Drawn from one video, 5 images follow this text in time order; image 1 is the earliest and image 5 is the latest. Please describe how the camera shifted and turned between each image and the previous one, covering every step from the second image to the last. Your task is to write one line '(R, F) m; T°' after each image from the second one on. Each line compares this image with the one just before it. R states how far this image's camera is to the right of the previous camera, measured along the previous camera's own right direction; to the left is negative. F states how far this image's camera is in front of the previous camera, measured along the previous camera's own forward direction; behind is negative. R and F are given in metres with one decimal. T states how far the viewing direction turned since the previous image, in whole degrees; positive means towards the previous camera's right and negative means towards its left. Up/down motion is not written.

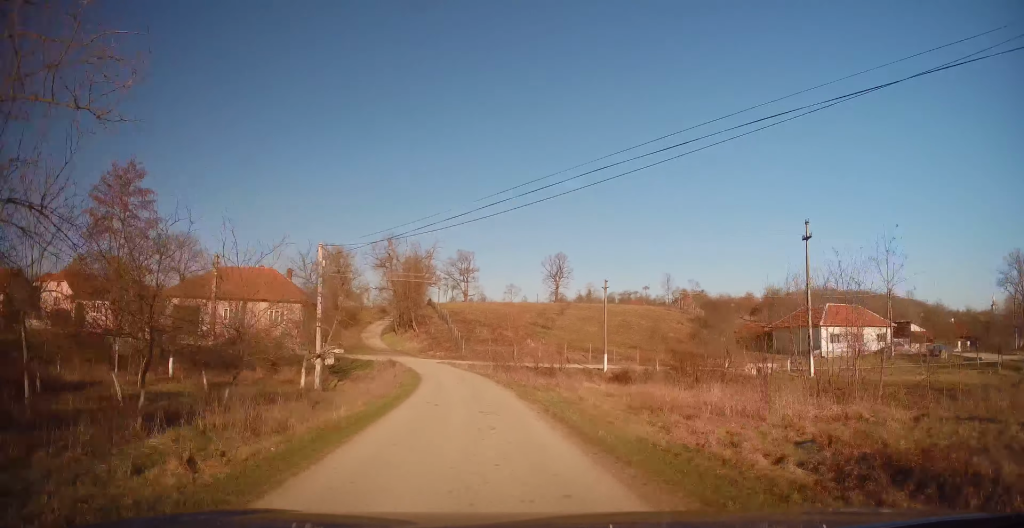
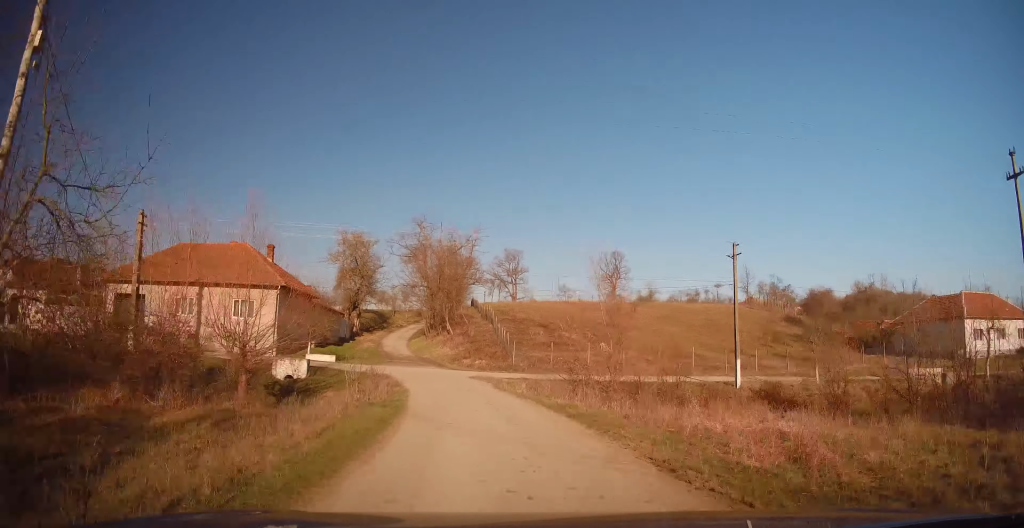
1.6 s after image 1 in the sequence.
(-0.9, +17.4) m; -6°
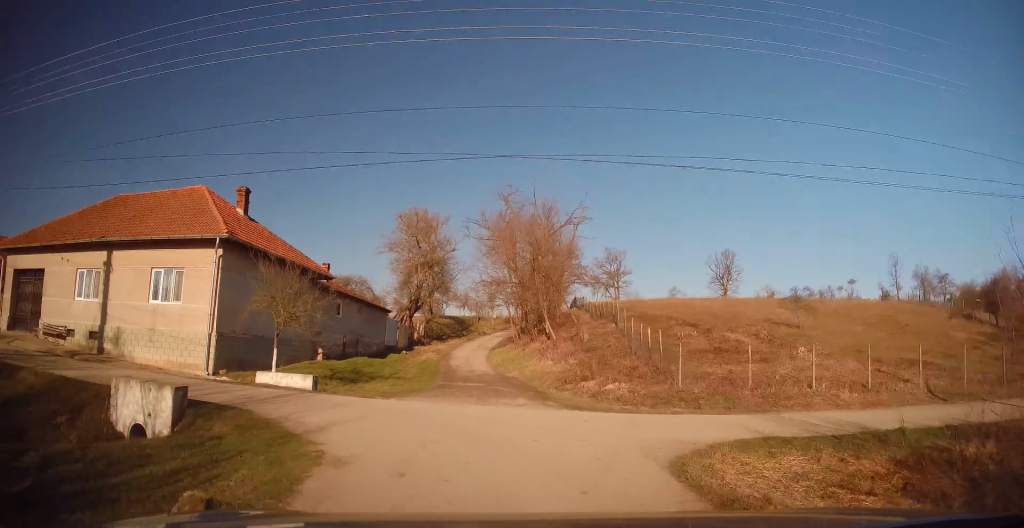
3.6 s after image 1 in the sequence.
(-1.4, +19.0) m; -7°
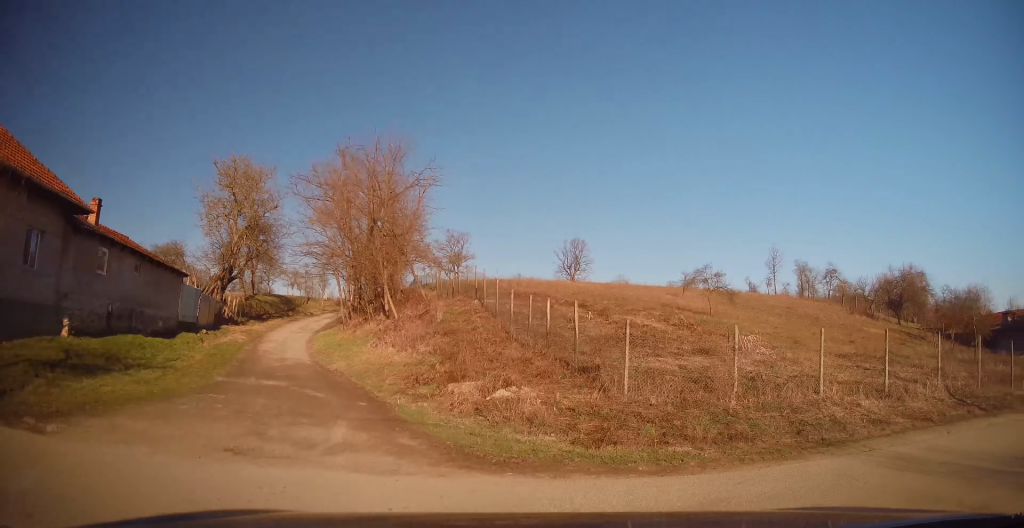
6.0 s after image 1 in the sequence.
(+0.4, +12.3) m; +22°
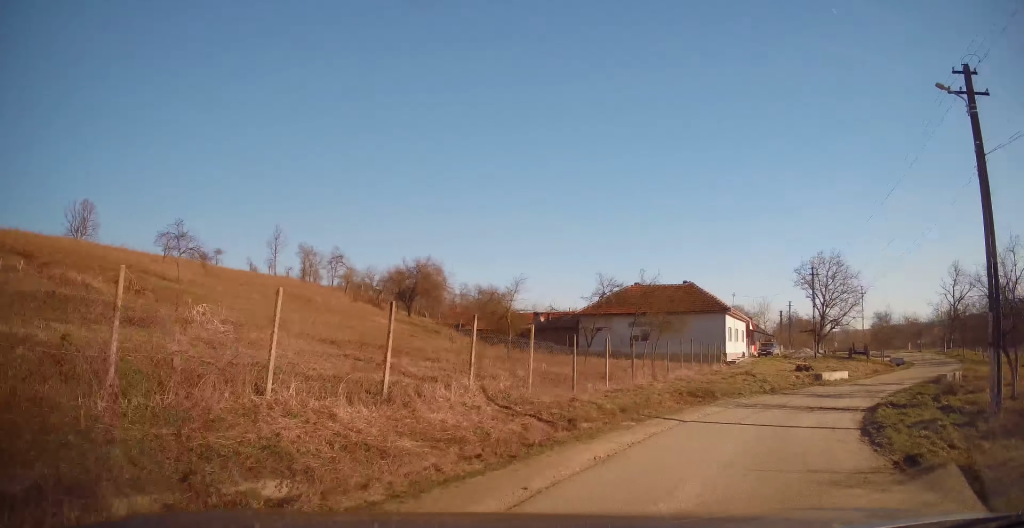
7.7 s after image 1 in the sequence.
(+3.1, +5.8) m; +53°
